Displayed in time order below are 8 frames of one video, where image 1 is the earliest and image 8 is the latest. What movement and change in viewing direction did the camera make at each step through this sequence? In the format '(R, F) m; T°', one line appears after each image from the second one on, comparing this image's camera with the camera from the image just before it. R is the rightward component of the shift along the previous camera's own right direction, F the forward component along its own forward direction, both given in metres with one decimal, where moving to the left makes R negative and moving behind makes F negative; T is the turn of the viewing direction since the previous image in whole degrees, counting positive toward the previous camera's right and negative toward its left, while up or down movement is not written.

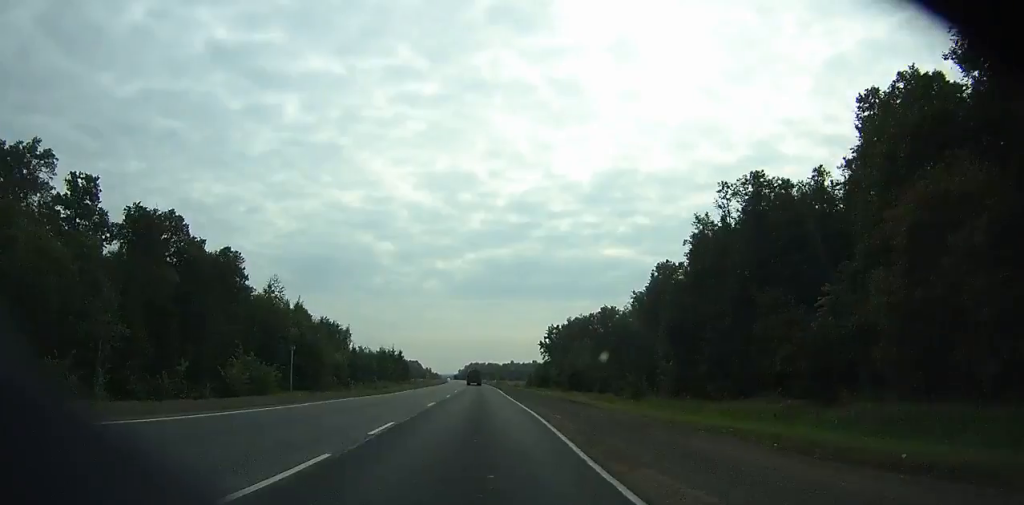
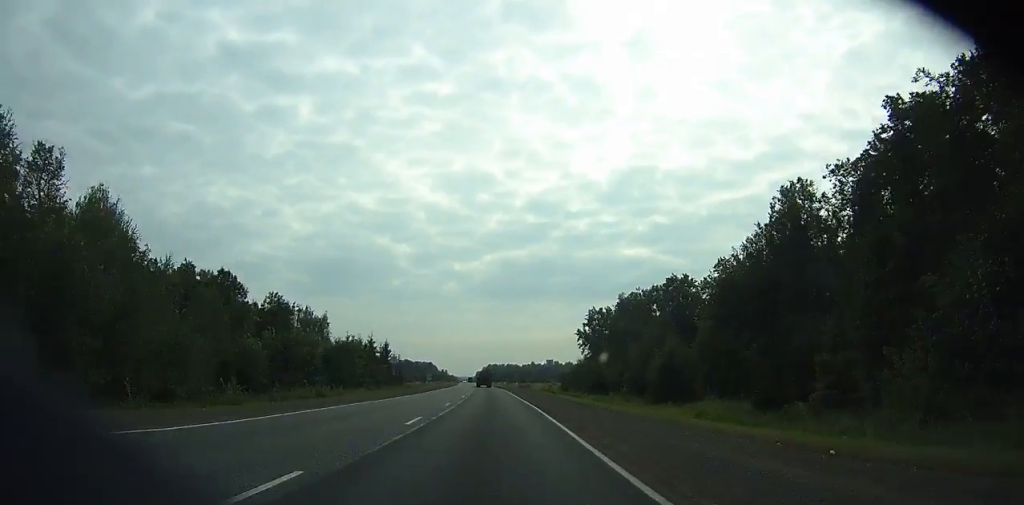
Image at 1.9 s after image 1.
(-0.5, +44.2) m; -1°
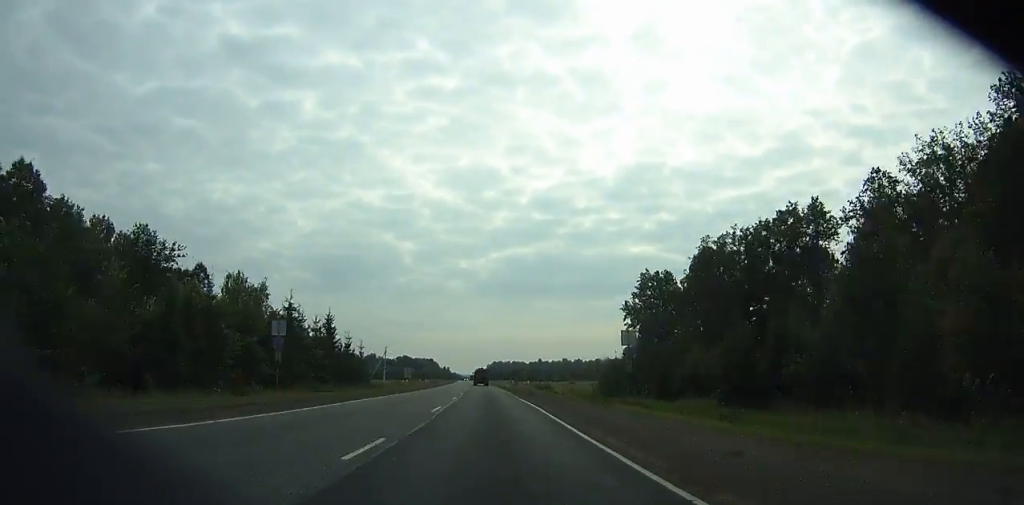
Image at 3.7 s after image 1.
(-0.6, +42.2) m; -1°
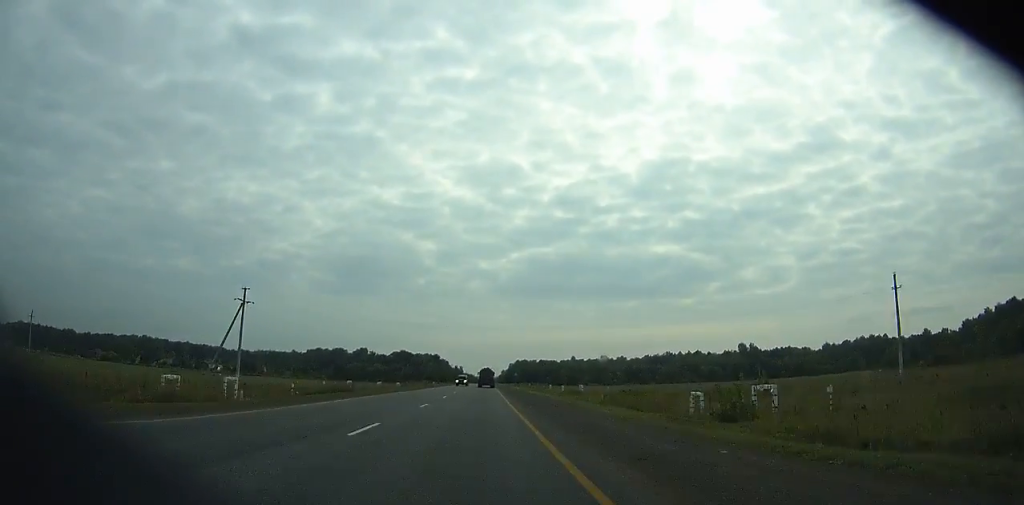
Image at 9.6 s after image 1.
(-2.5, +139.5) m; -2°
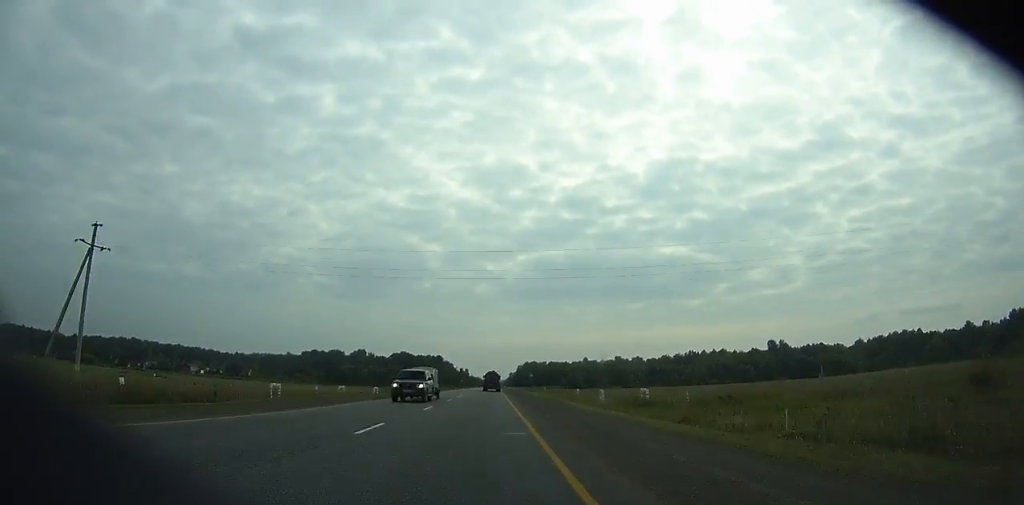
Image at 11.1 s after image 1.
(-0.2, +35.4) m; -1°
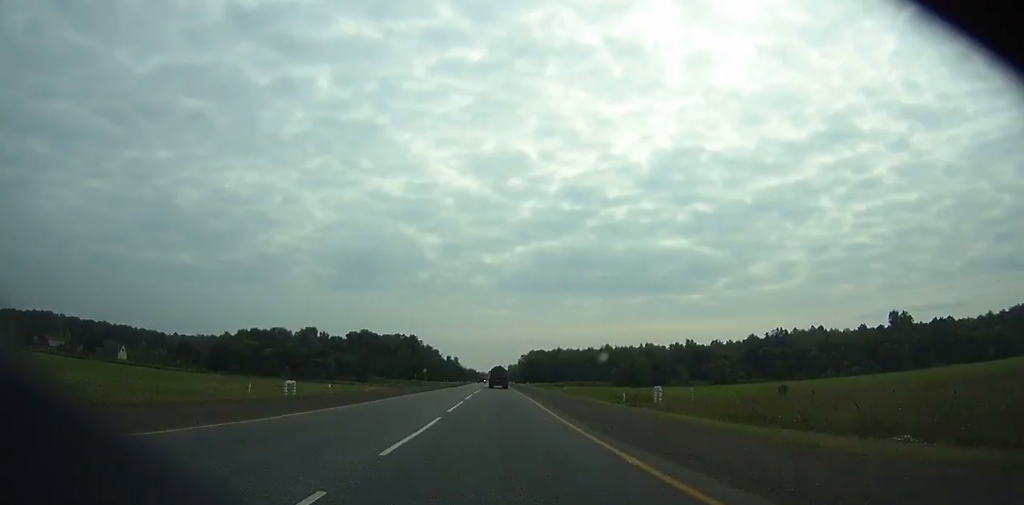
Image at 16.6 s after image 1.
(-1.8, +129.8) m; -1°
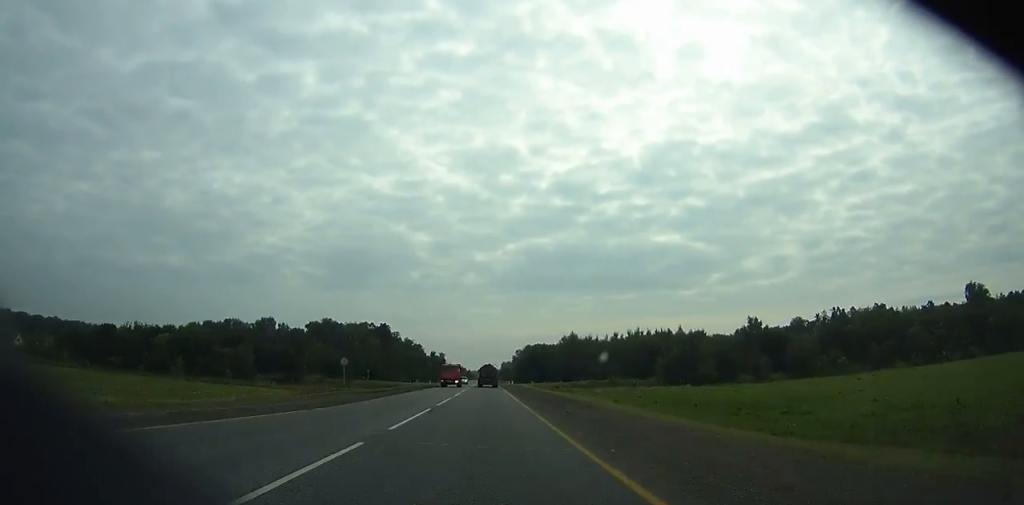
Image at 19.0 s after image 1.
(+0.2, +56.4) m; +1°
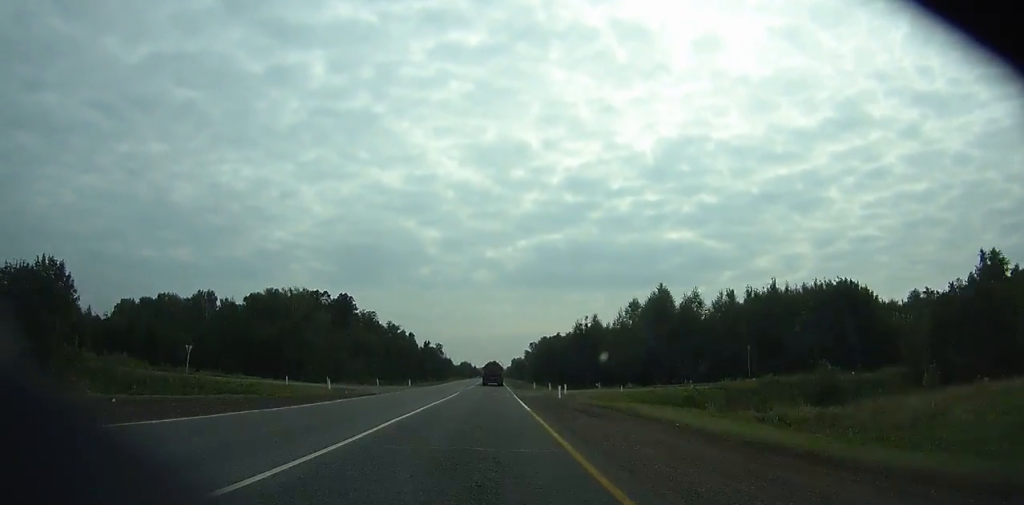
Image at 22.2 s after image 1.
(+0.5, +74.5) m; 0°
